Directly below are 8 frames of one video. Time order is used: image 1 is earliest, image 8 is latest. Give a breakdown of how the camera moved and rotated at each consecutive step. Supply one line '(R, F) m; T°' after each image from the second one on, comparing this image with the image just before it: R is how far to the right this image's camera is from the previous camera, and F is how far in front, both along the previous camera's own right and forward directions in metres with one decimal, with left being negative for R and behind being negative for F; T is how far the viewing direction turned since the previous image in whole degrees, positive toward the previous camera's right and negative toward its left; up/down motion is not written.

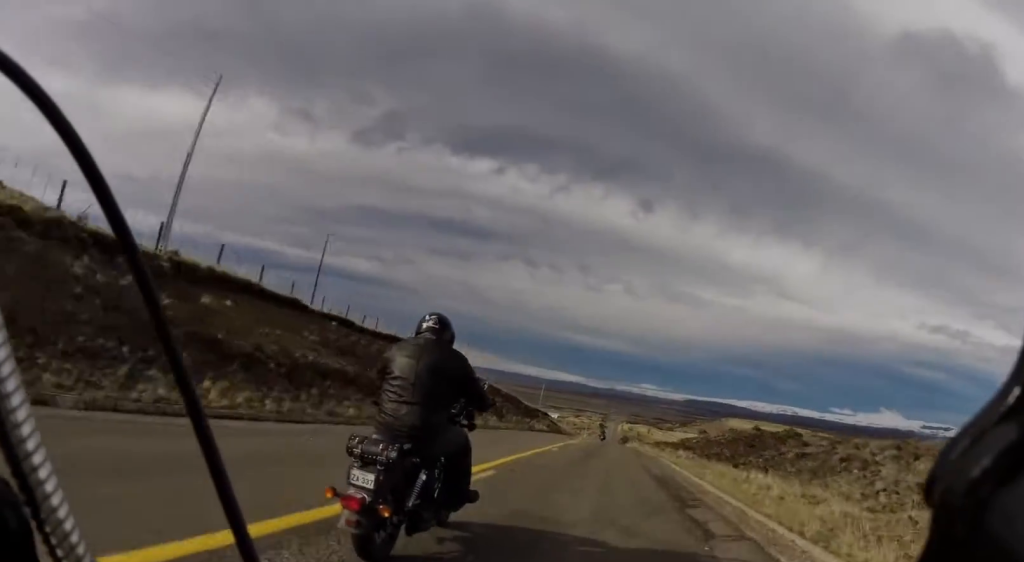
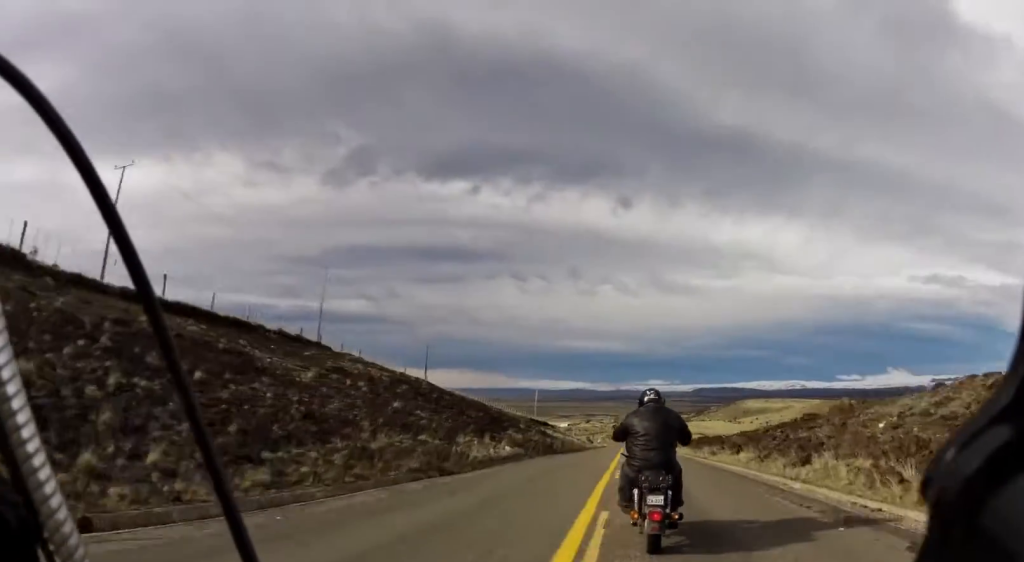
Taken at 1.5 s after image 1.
(+0.7, +40.7) m; +2°
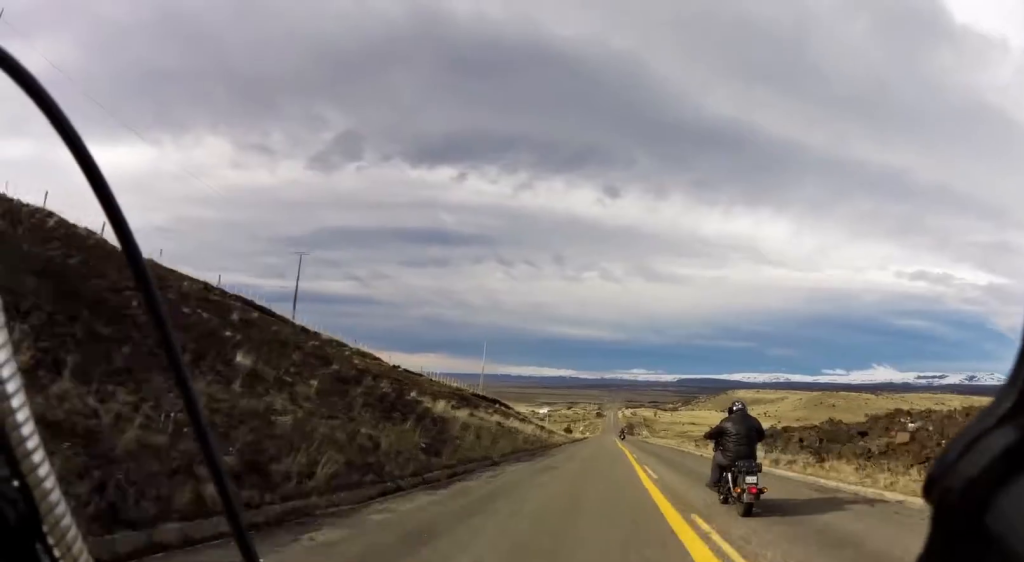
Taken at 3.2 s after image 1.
(-0.3, +48.2) m; -1°
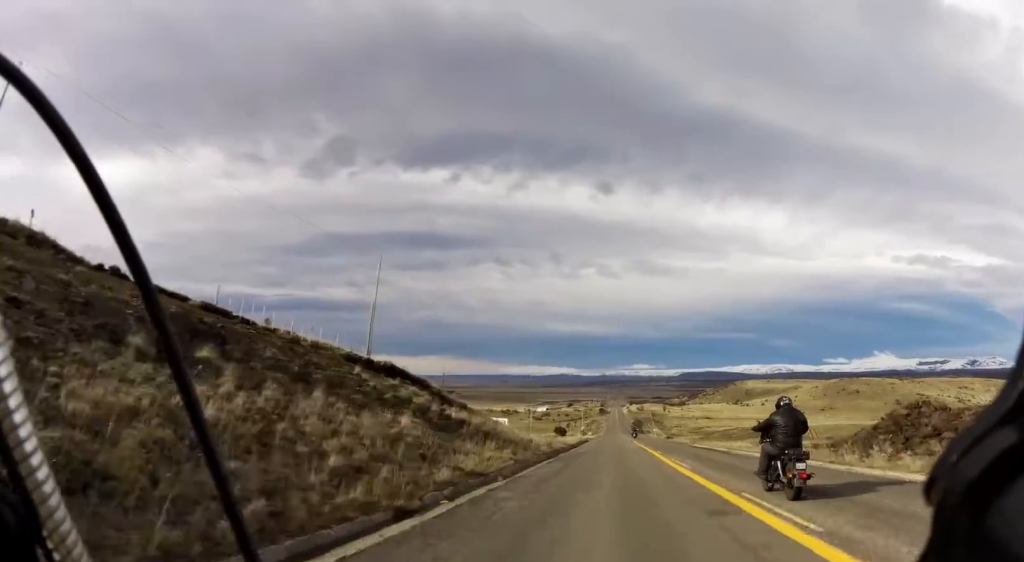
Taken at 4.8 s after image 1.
(0.0, +43.2) m; -1°
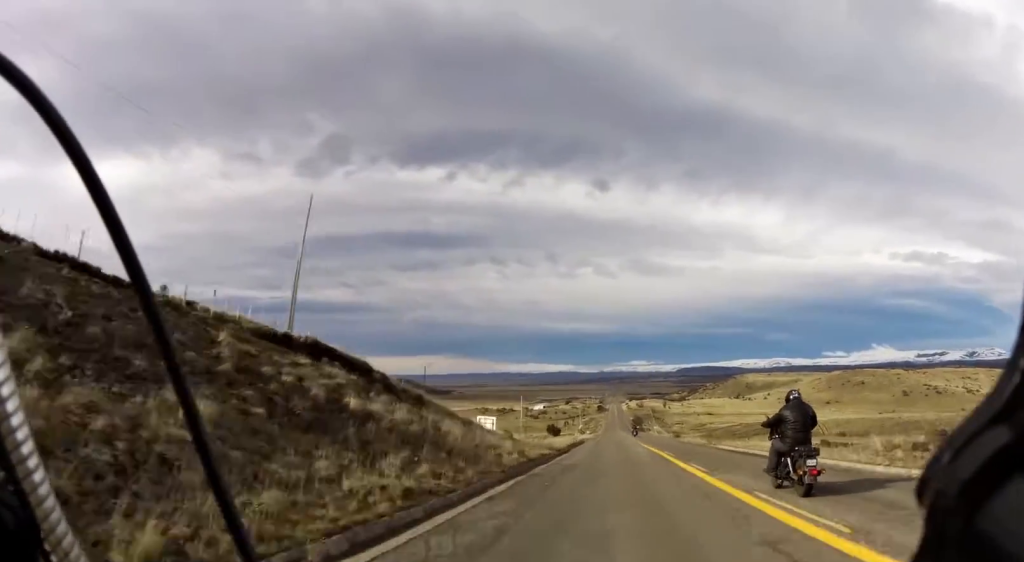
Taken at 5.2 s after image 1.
(+0.1, +10.9) m; 0°
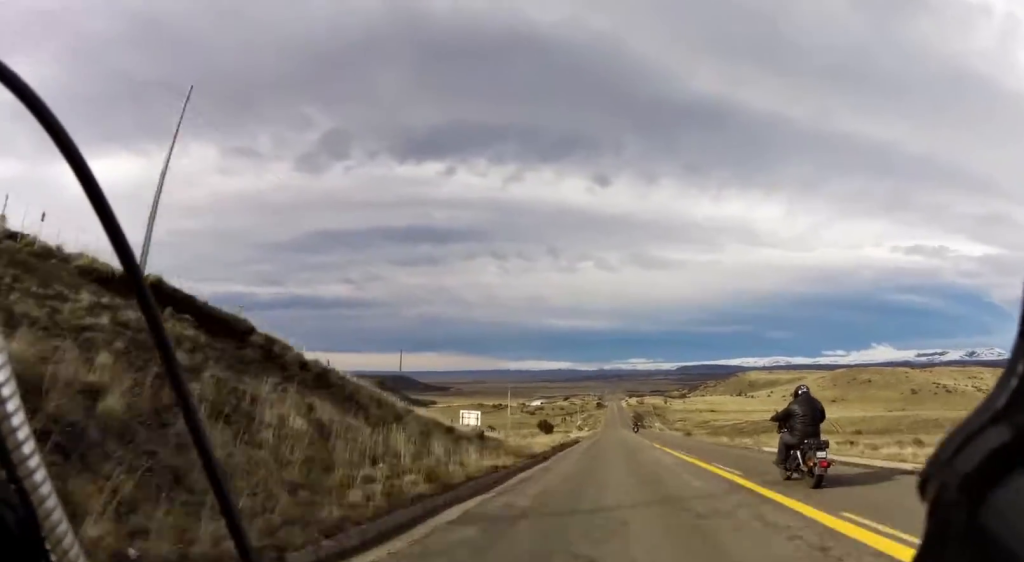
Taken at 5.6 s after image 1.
(-0.3, +11.7) m; 0°
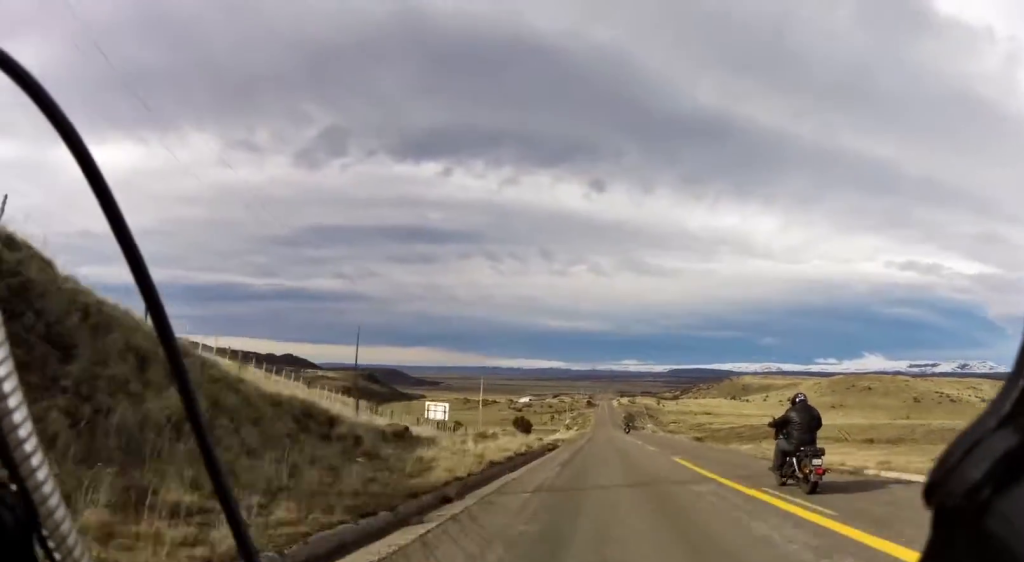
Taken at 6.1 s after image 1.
(-0.4, +13.5) m; 0°
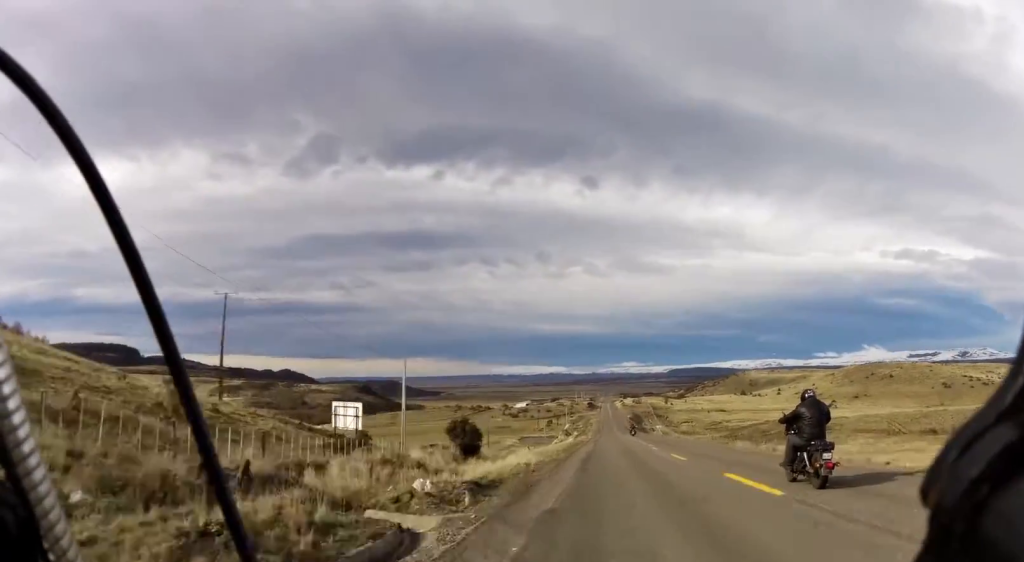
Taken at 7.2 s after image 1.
(+0.8, +28.8) m; +3°
